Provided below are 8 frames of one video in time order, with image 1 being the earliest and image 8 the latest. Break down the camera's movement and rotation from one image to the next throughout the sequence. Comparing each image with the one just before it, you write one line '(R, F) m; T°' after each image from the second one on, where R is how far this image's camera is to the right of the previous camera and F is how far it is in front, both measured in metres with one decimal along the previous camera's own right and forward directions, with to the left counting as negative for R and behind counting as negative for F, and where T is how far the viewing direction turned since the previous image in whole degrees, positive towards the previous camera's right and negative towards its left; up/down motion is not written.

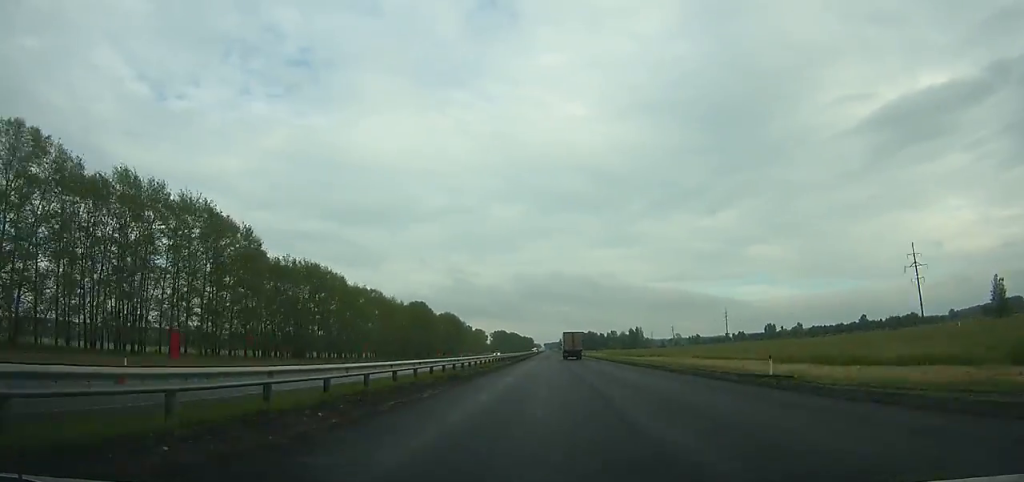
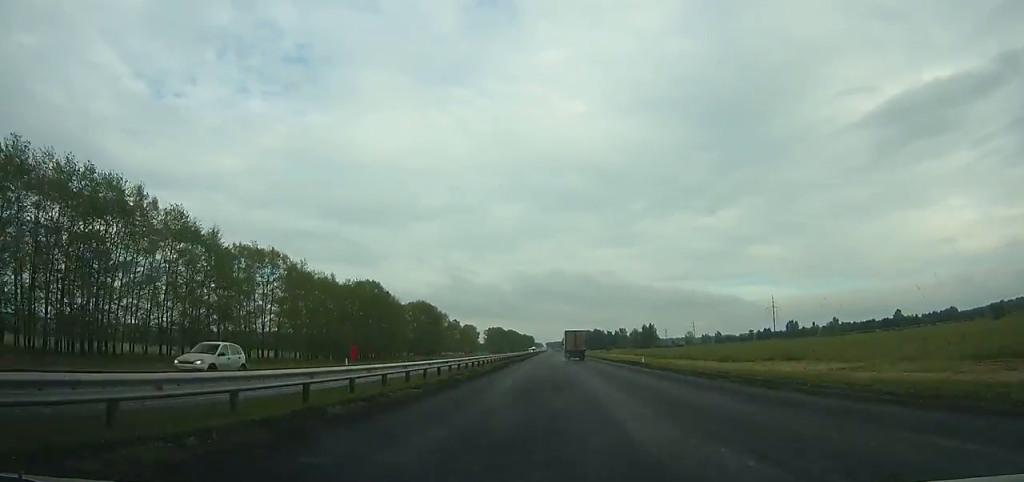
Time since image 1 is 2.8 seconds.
(-0.2, +71.8) m; 0°
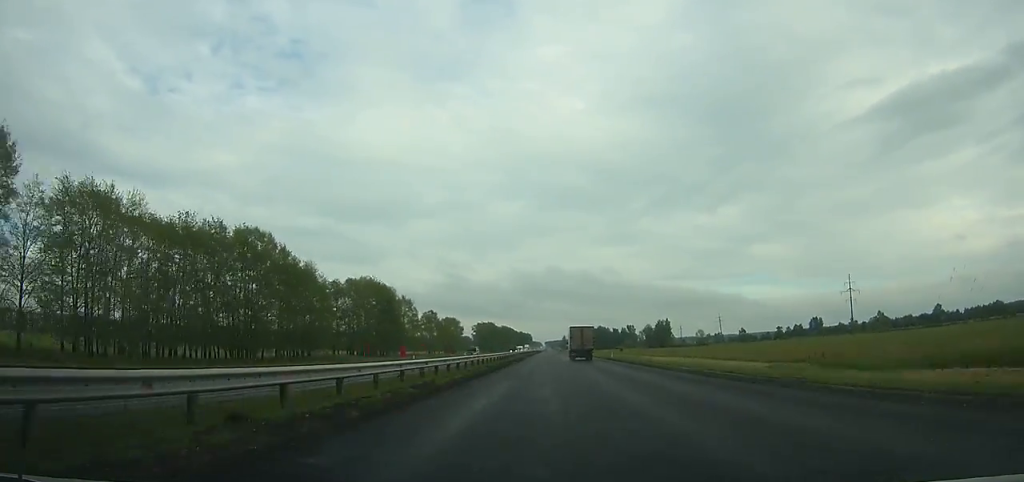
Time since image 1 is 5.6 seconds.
(-0.1, +72.3) m; 0°
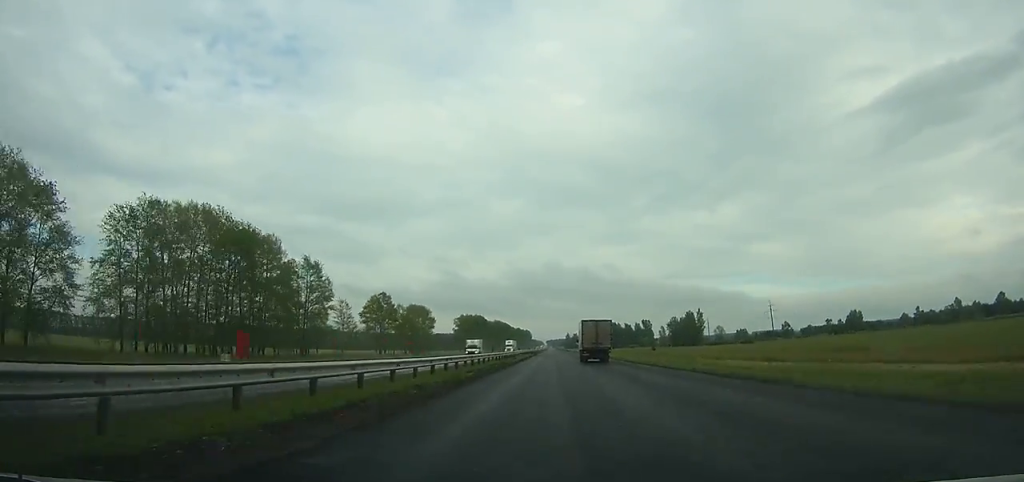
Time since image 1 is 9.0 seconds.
(+0.1, +88.7) m; 0°
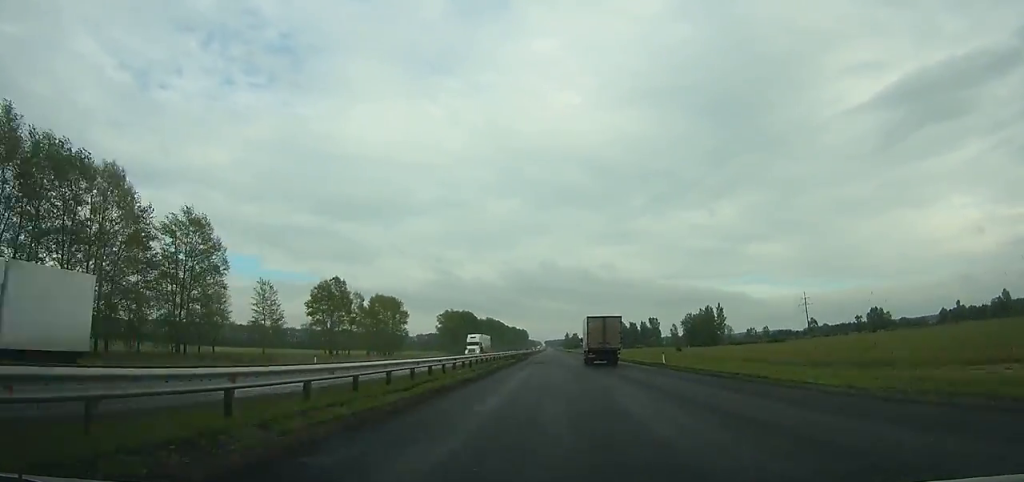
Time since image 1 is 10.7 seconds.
(-0.1, +44.6) m; 0°
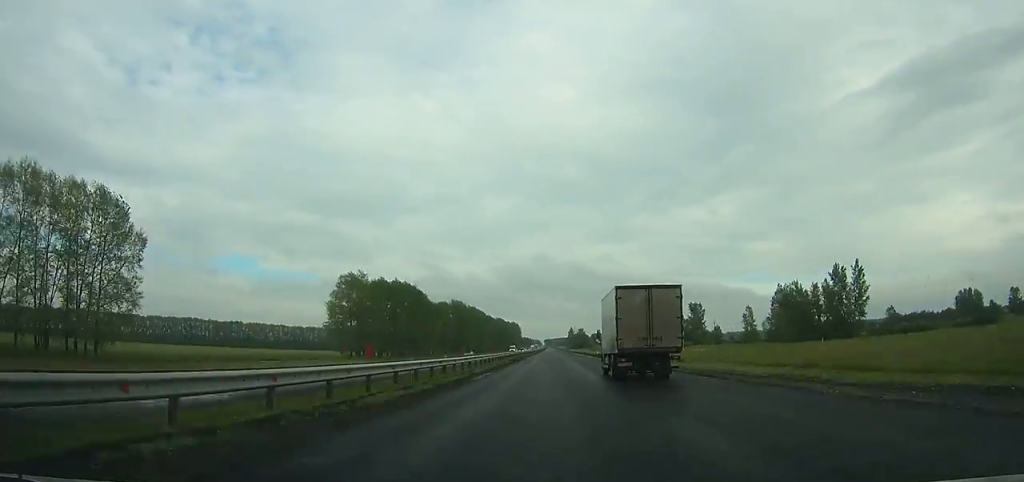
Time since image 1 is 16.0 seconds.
(-0.2, +139.7) m; 0°
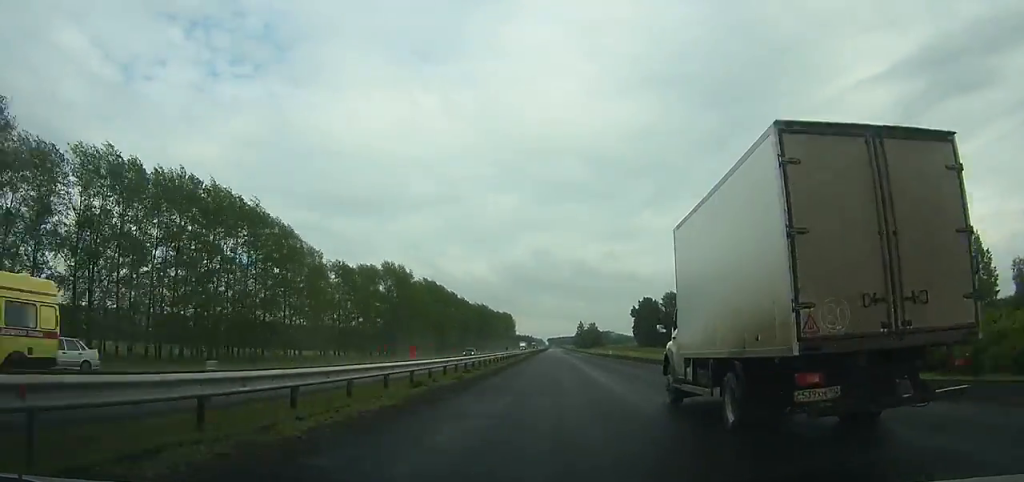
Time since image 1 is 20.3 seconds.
(-0.5, +112.3) m; 0°
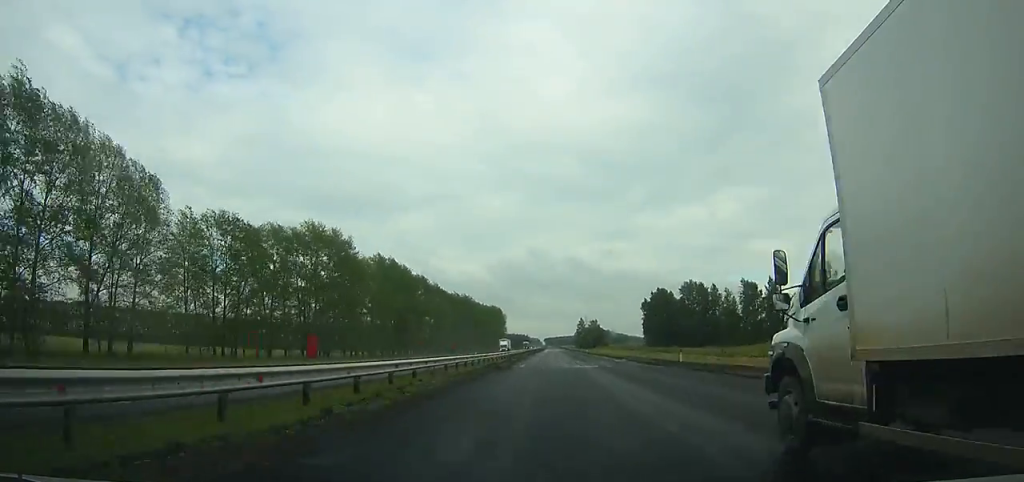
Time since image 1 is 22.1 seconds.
(-0.1, +46.7) m; 0°
